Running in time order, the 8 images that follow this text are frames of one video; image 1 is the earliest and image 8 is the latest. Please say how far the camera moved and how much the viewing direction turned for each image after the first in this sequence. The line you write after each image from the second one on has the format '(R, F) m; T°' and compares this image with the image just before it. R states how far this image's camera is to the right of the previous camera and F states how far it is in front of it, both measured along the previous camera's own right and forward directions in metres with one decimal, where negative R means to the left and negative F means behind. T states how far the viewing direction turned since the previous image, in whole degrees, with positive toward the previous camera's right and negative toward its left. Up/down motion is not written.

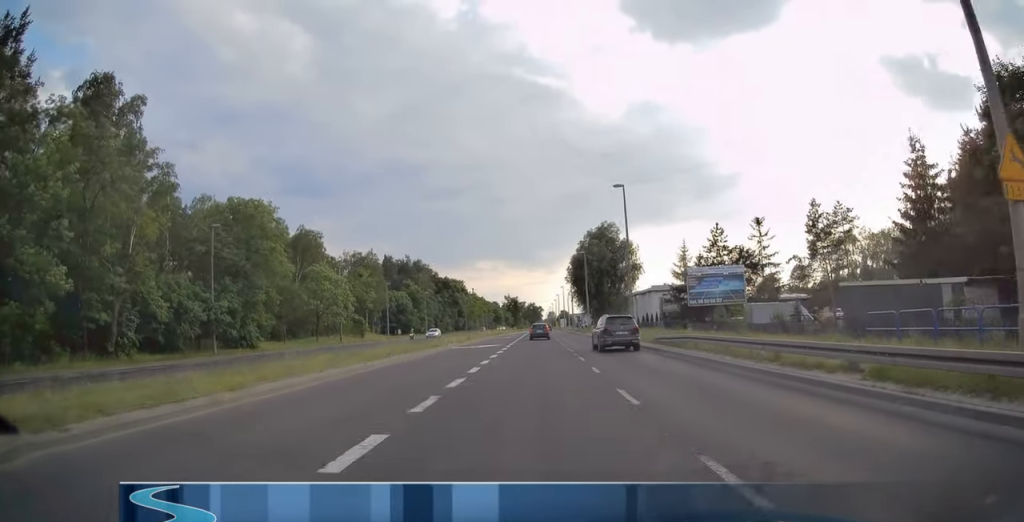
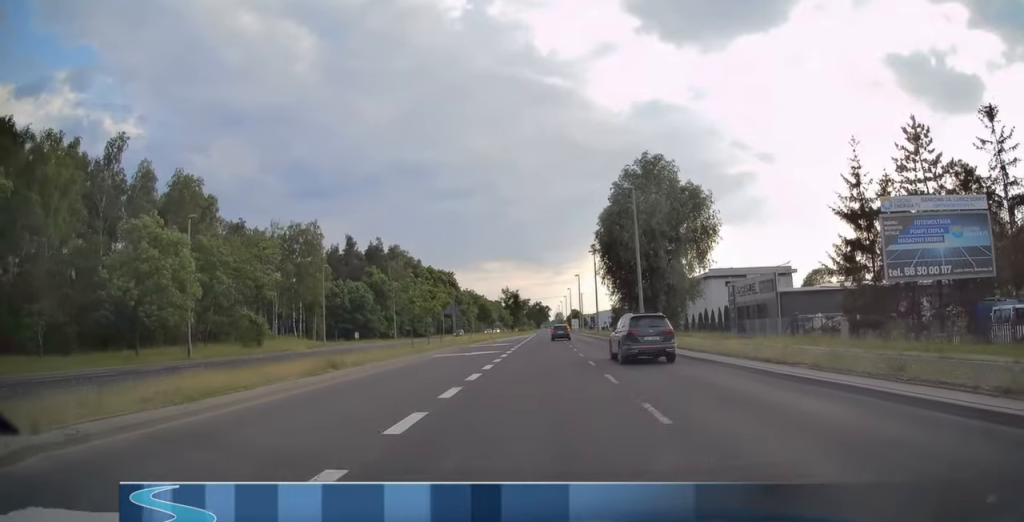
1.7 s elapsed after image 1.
(0.0, +37.3) m; 0°
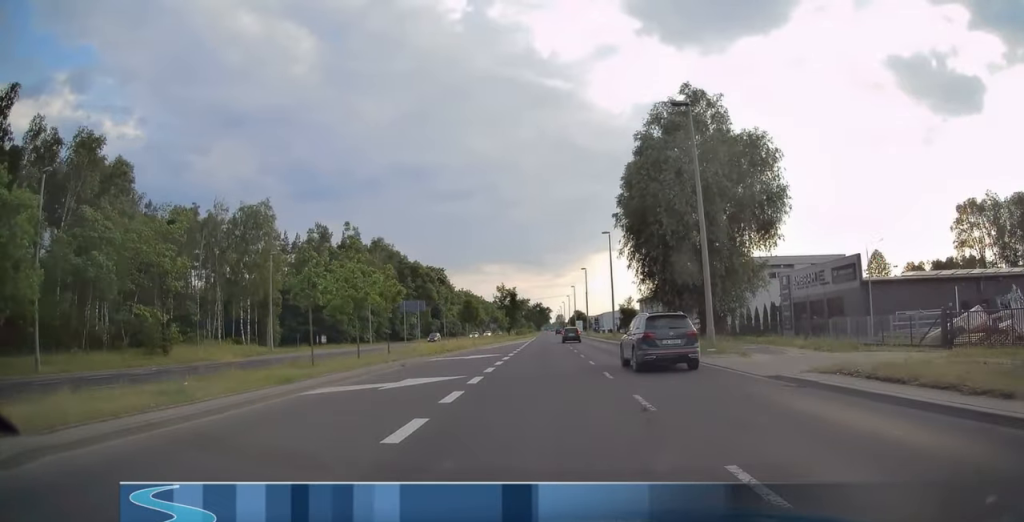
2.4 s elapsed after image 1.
(0.0, +16.2) m; 0°
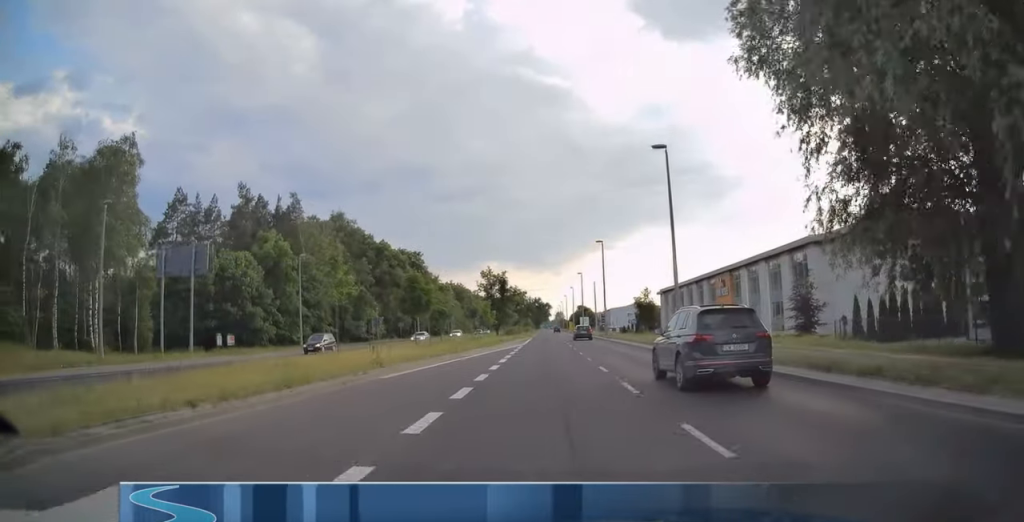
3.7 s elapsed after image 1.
(-0.2, +26.8) m; -1°
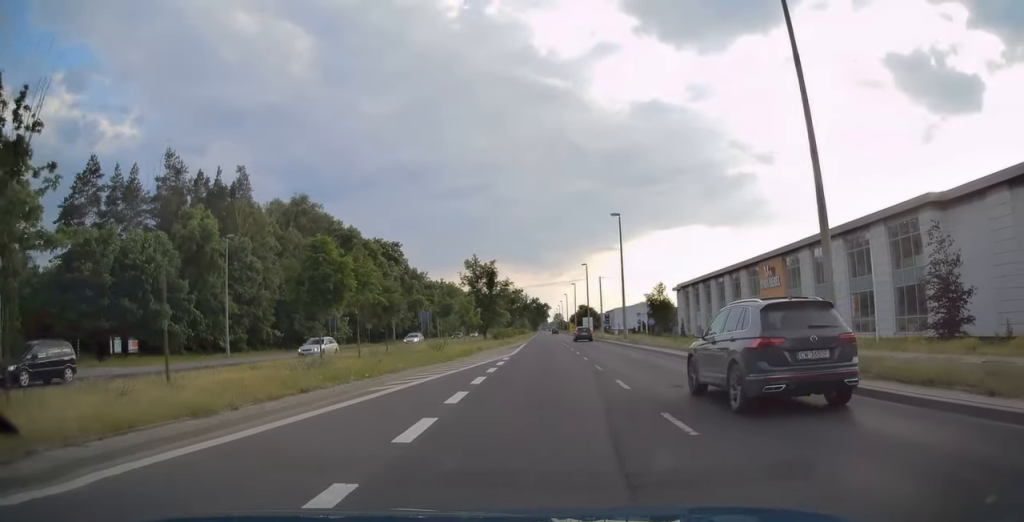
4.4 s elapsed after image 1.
(0.0, +16.2) m; 0°
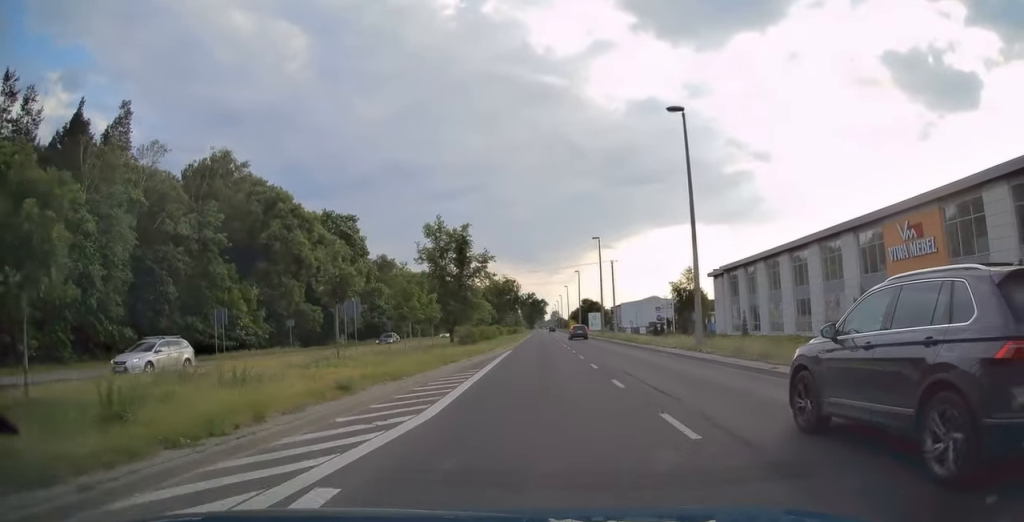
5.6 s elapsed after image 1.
(+0.3, +23.8) m; +1°
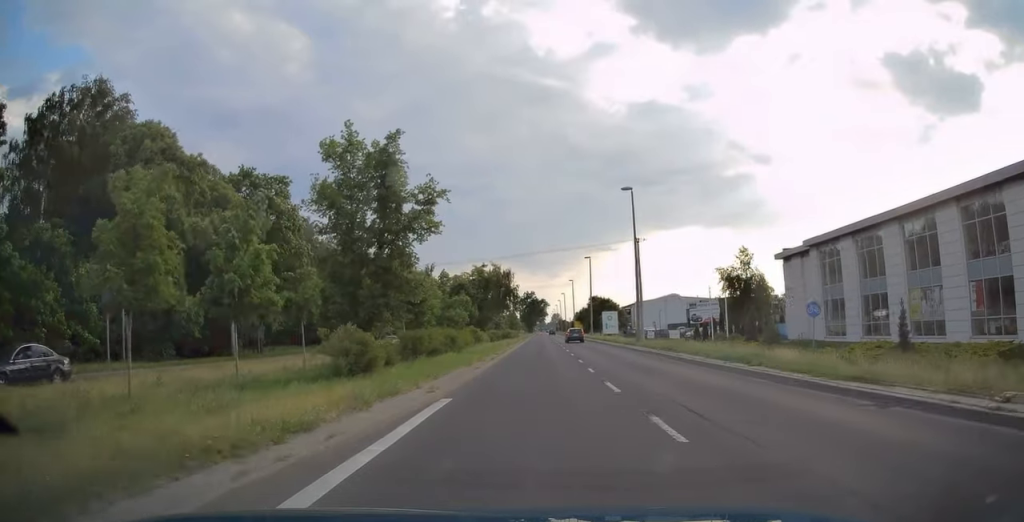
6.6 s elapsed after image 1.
(+0.2, +23.4) m; 0°
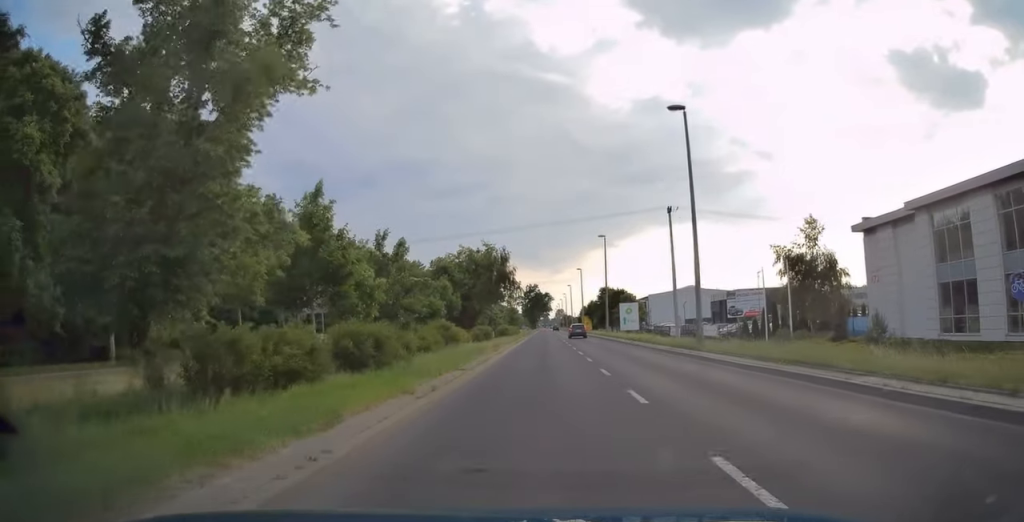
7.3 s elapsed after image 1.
(-0.1, +14.4) m; 0°
